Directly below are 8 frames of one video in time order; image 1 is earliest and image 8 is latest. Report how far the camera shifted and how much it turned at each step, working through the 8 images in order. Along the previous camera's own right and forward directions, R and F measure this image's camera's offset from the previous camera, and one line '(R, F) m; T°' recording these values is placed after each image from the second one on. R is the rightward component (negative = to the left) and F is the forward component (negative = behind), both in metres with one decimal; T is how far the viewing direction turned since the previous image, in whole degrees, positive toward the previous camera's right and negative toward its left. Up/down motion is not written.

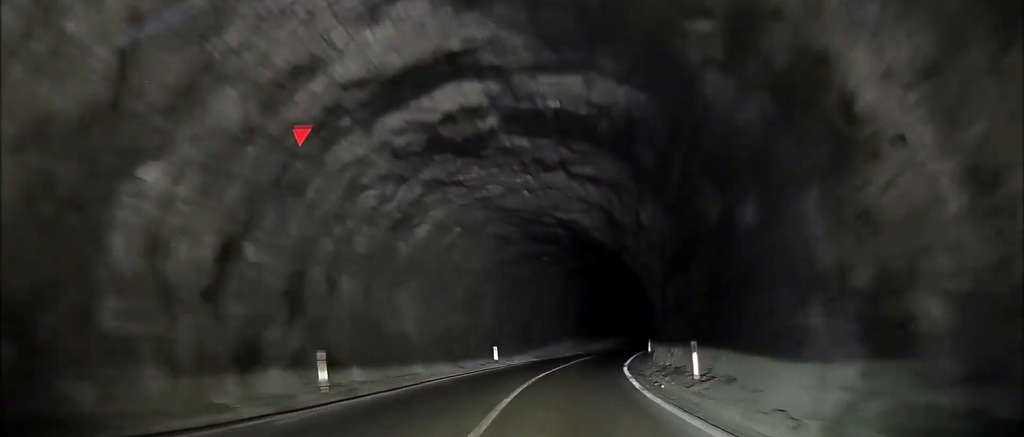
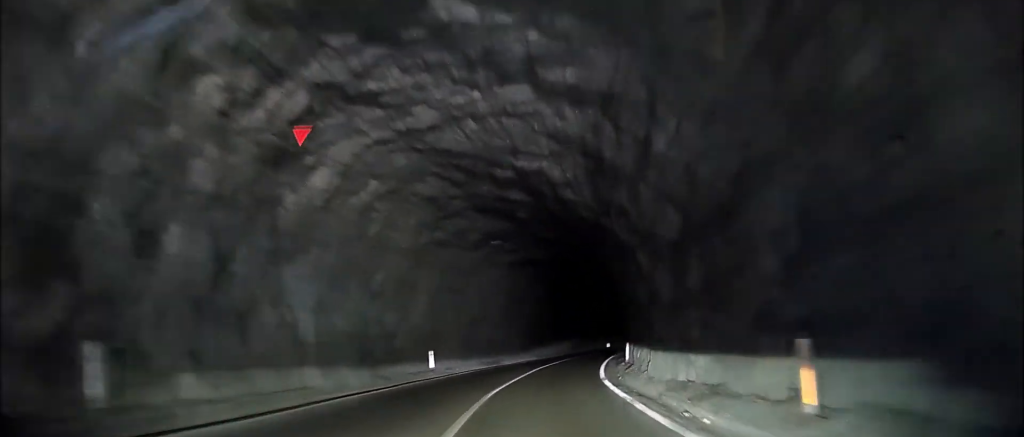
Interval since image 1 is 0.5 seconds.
(0.0, +8.2) m; 0°
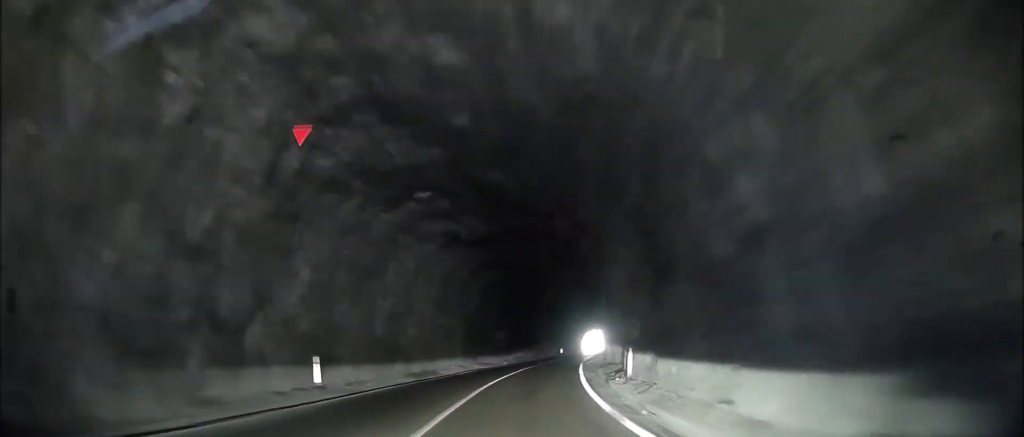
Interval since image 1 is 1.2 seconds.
(0.0, +11.5) m; +1°
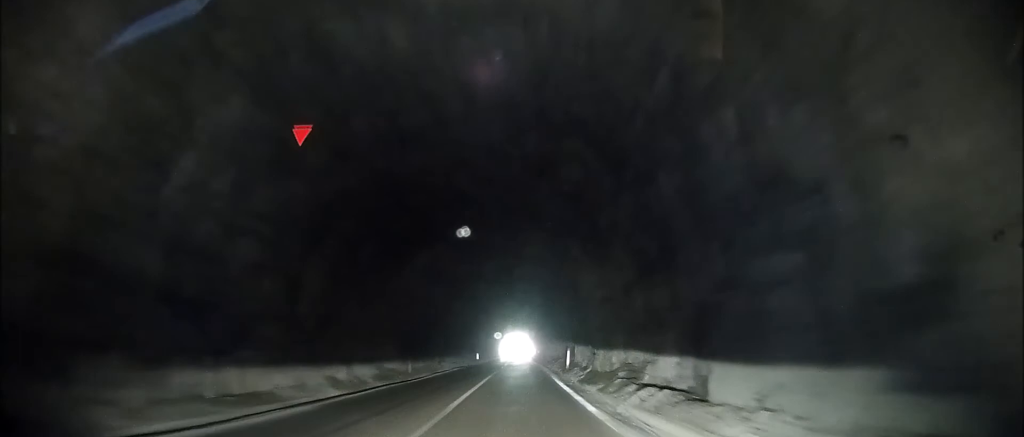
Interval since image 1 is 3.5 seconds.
(+10.0, +34.5) m; +40°
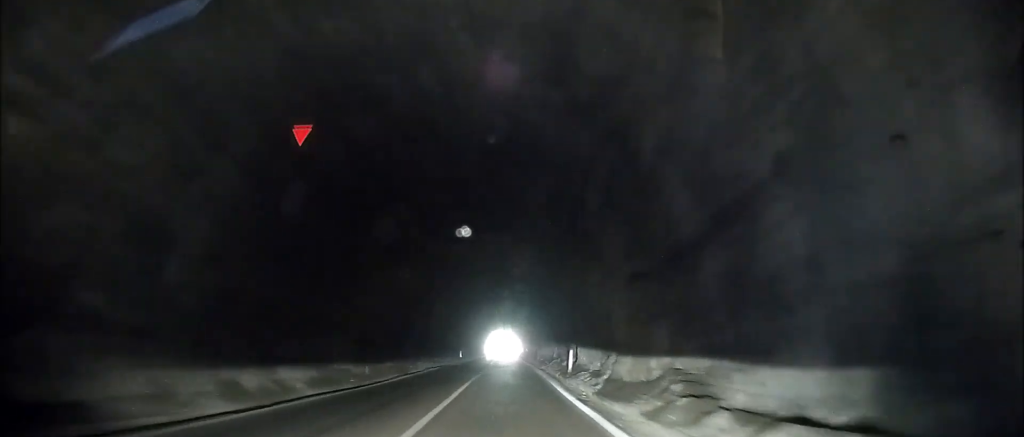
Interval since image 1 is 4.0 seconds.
(+0.5, +7.8) m; +4°
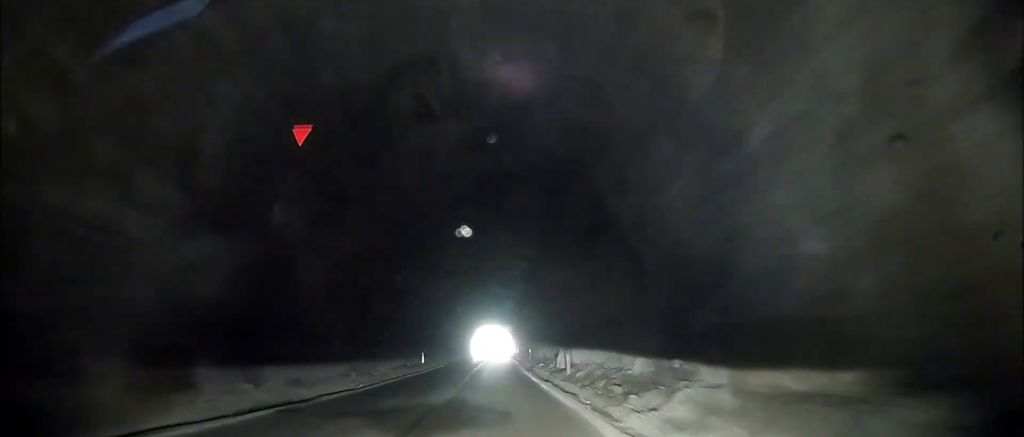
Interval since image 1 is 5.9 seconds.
(0.0, +32.2) m; 0°
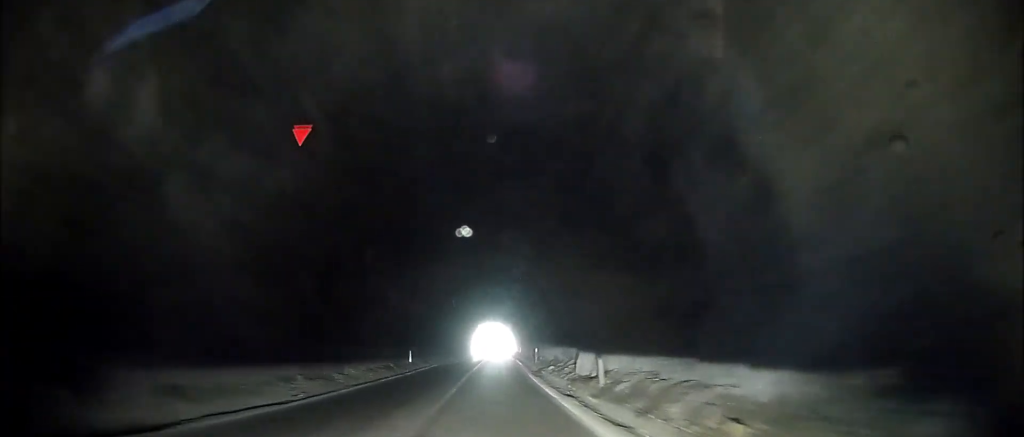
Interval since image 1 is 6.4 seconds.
(0.0, +8.0) m; 0°
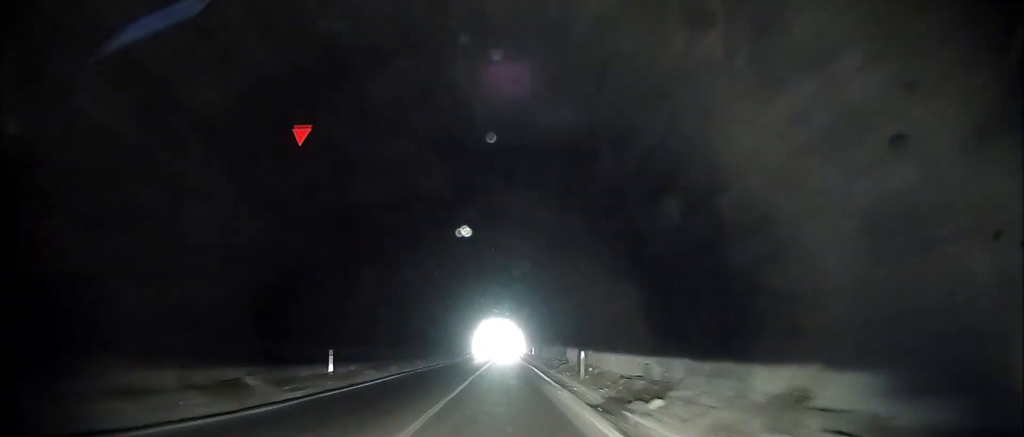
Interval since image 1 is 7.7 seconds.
(0.0, +22.9) m; 0°
